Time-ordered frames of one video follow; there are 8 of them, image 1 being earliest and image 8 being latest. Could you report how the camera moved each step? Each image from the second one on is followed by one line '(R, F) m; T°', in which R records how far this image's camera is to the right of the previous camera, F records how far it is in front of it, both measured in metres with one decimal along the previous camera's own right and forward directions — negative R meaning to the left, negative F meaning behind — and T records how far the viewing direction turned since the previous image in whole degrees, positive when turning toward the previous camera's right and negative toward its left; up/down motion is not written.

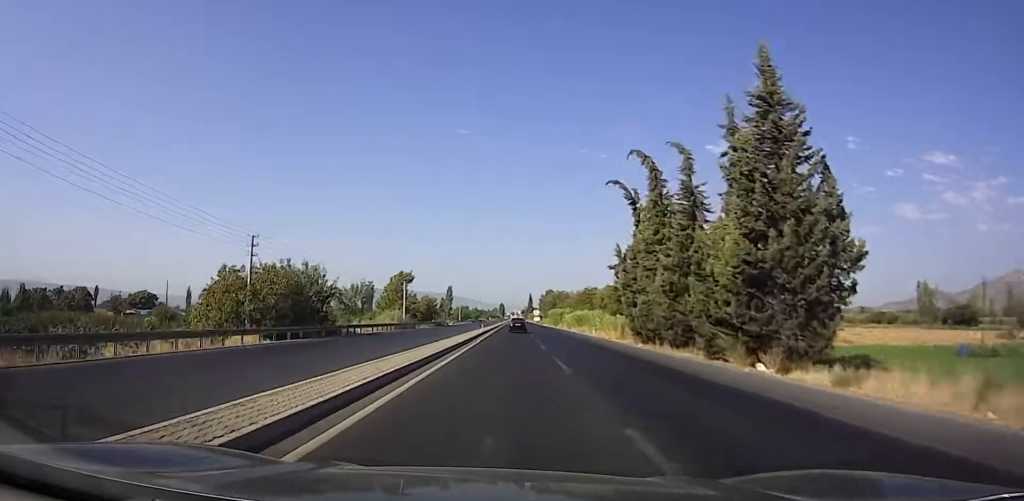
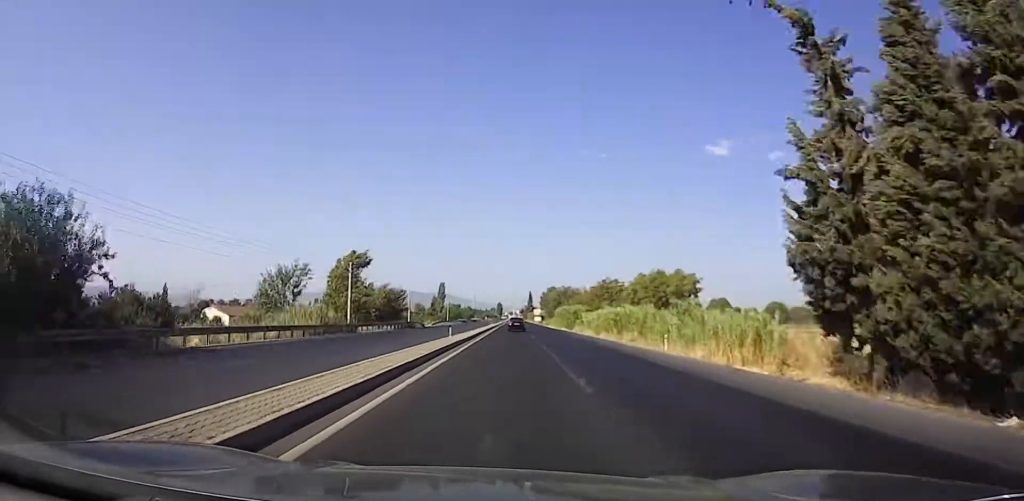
(+0.1, +26.4) m; -1°
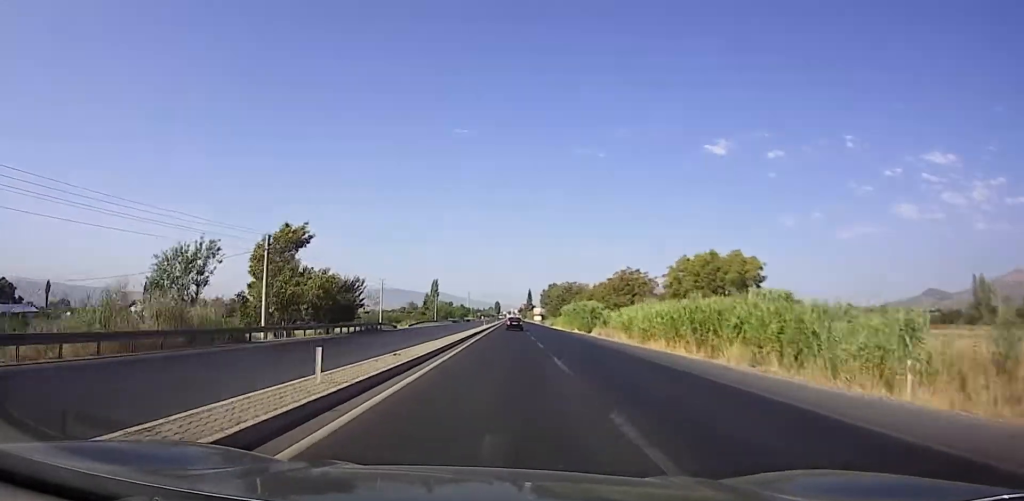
(-0.1, +18.8) m; -1°
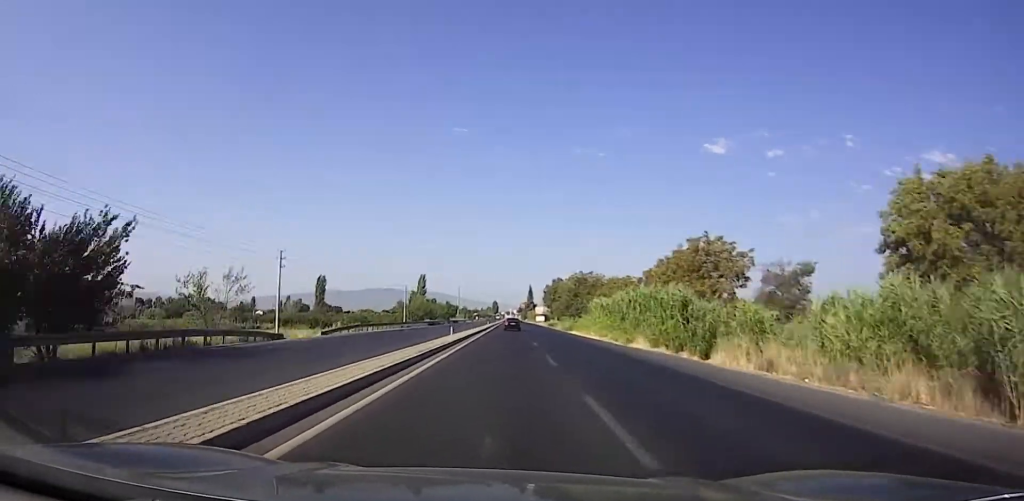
(-0.6, +33.3) m; 0°
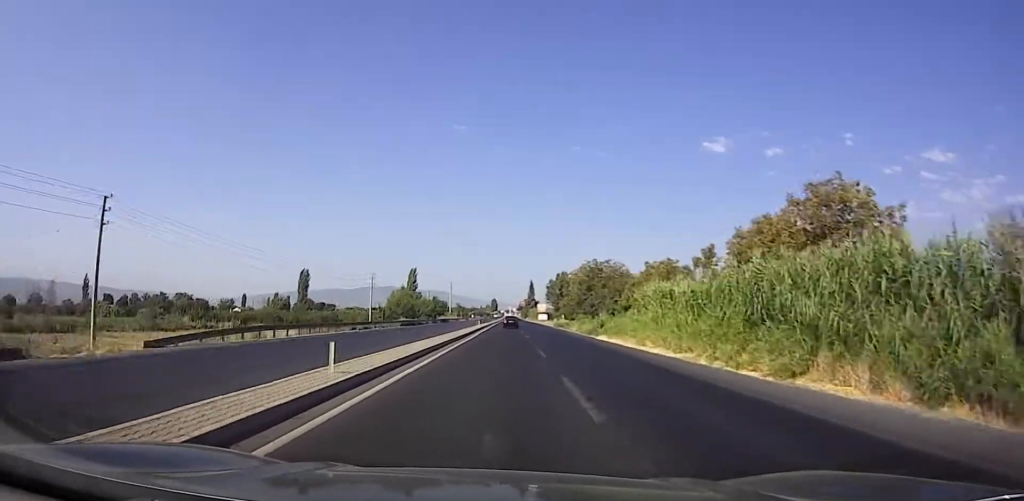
(+0.4, +21.1) m; 0°
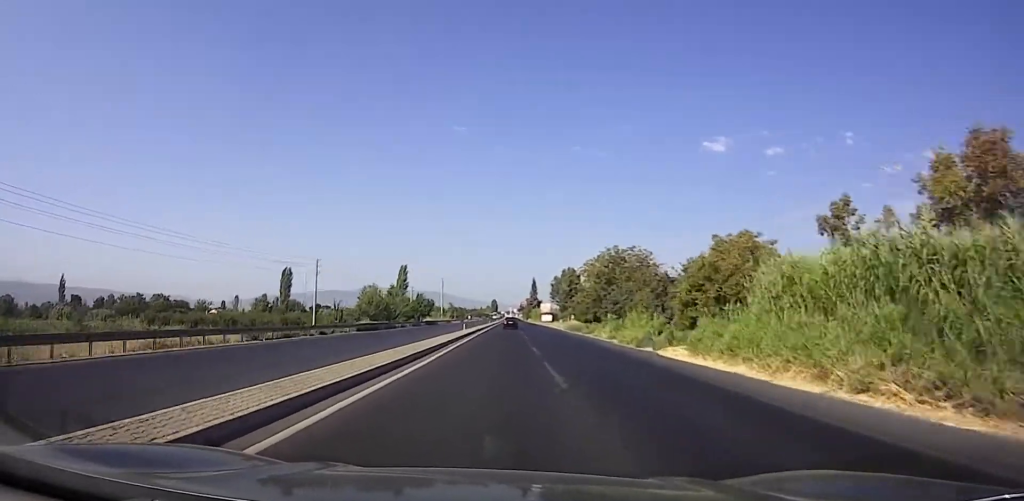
(0.0, +20.0) m; +1°
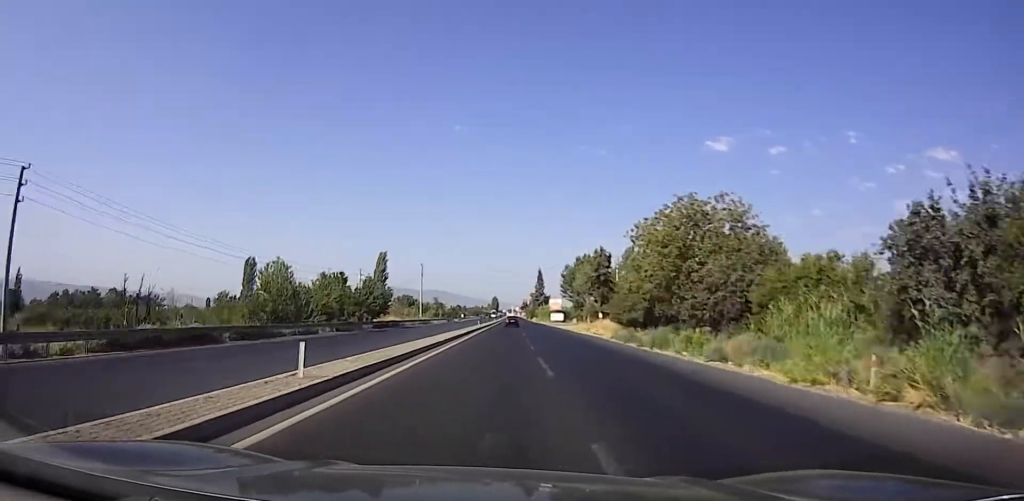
(+0.4, +33.8) m; +2°
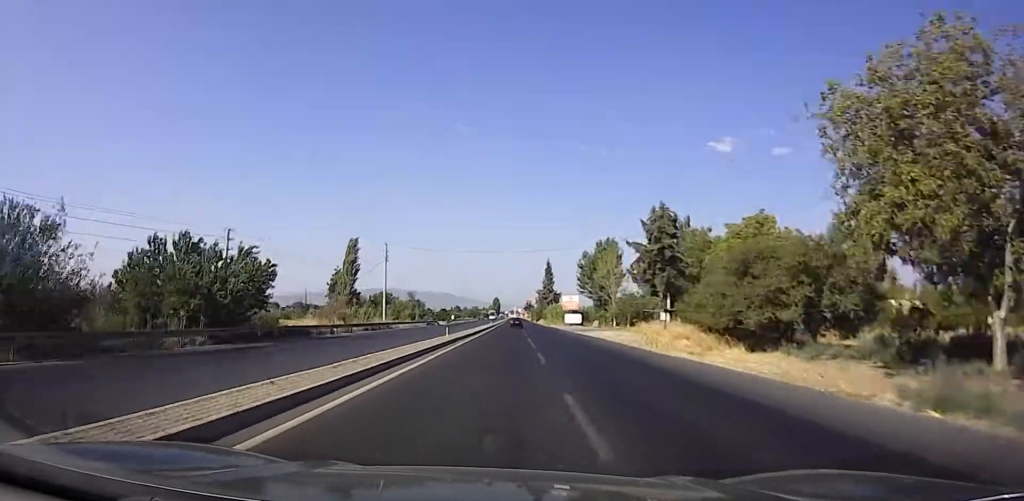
(+0.7, +30.9) m; -2°
